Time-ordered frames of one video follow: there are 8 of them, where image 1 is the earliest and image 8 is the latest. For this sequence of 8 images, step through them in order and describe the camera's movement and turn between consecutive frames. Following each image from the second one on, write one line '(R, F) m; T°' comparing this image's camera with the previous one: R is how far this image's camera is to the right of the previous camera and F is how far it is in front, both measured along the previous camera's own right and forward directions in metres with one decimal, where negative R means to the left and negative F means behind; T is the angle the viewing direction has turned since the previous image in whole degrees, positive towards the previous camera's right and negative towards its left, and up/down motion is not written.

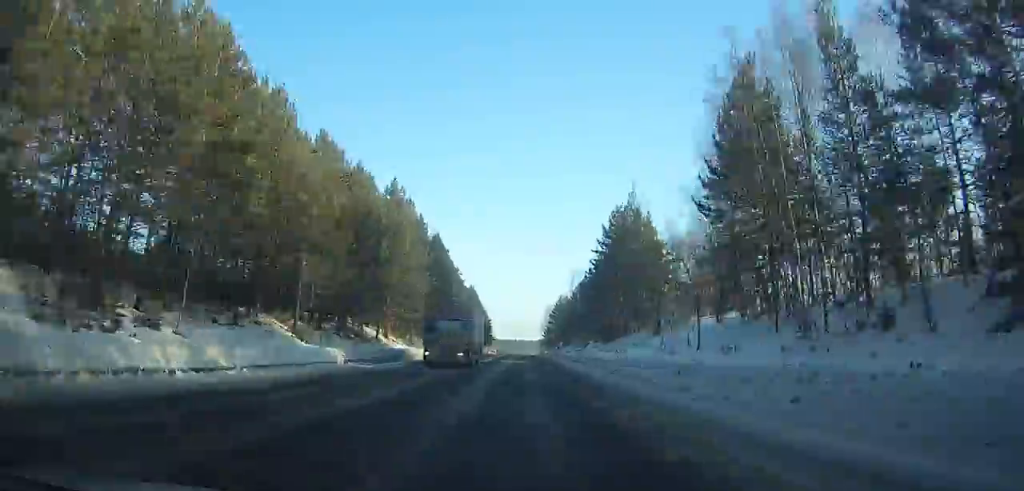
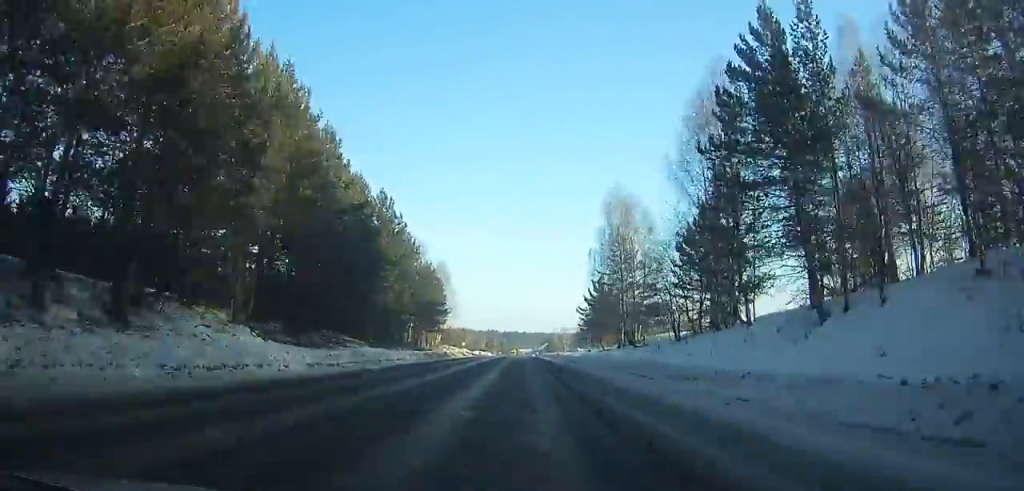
(+0.2, +142.6) m; 0°
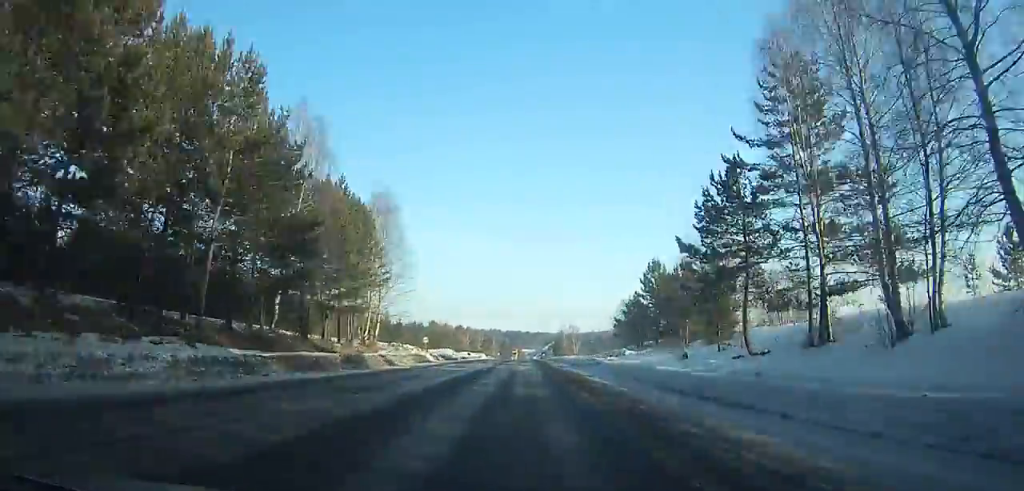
(+0.1, +46.5) m; 0°
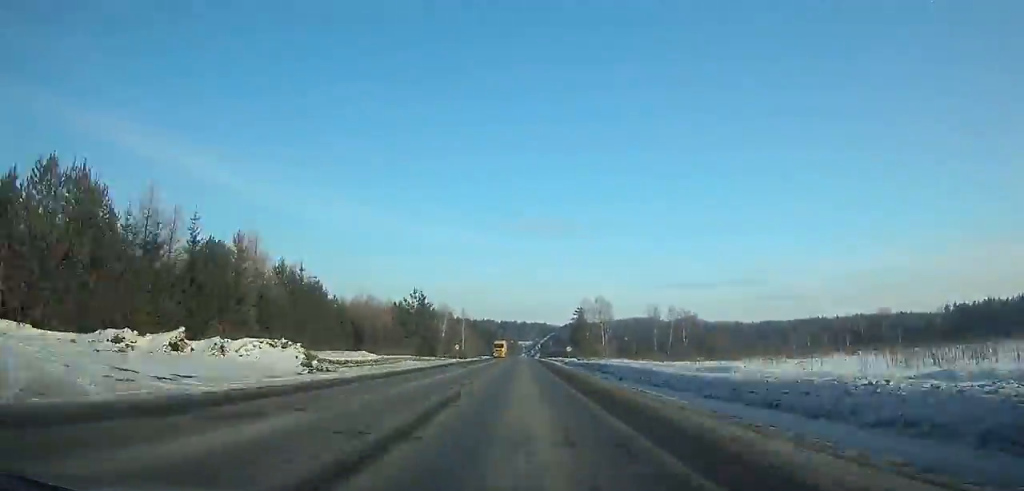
(0.0, +135.6) m; 0°
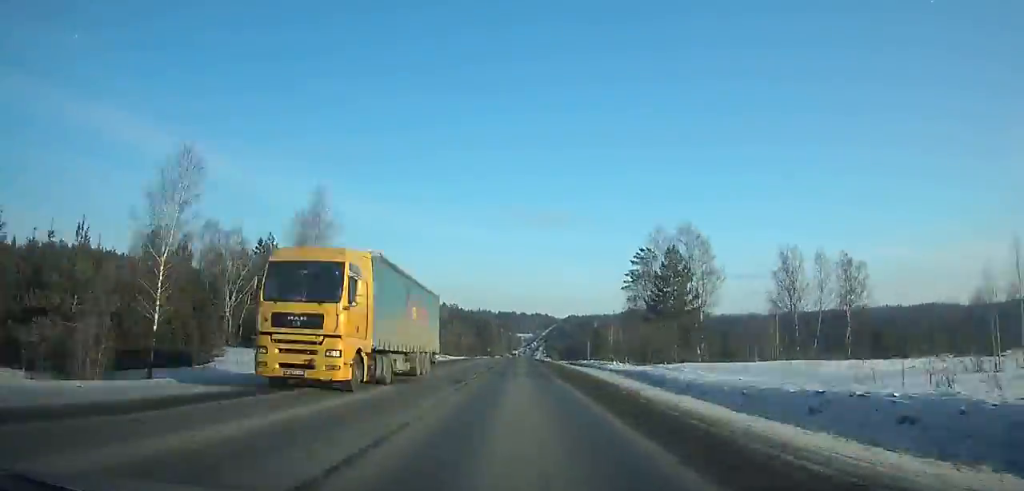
(-0.1, +110.7) m; 0°
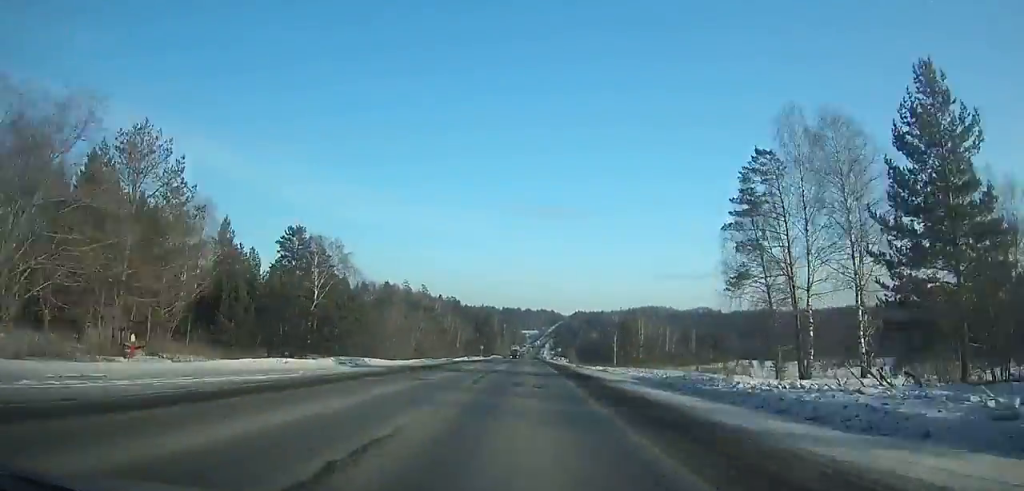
(-0.2, +46.7) m; 0°
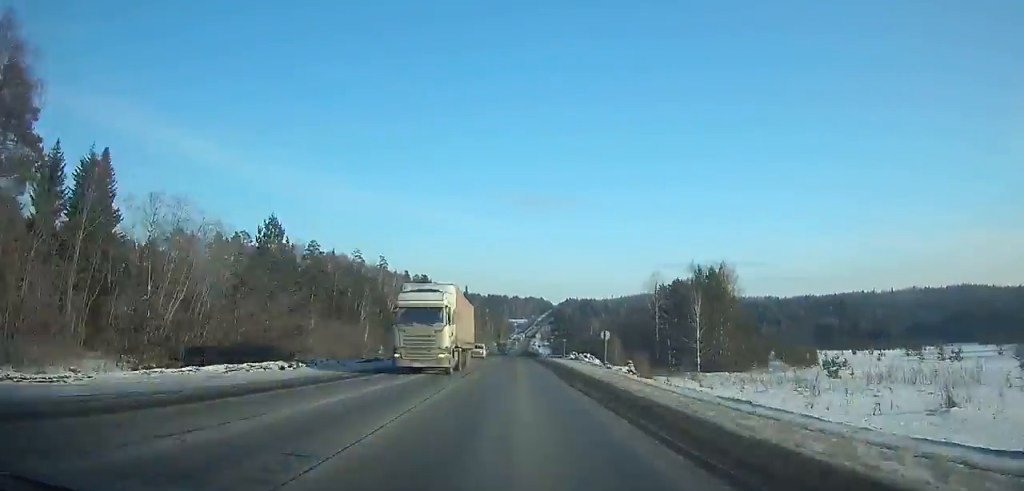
(+0.8, +80.7) m; 0°
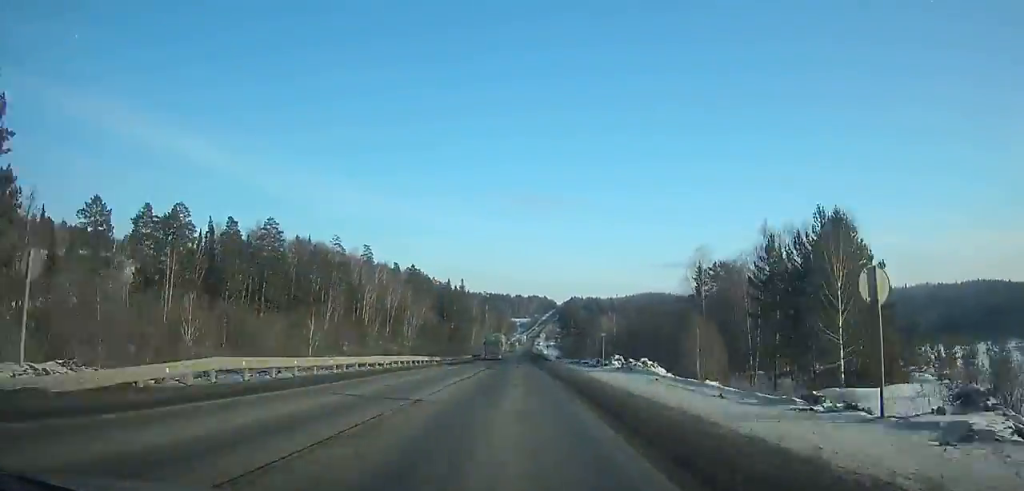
(-0.1, +33.7) m; 0°
